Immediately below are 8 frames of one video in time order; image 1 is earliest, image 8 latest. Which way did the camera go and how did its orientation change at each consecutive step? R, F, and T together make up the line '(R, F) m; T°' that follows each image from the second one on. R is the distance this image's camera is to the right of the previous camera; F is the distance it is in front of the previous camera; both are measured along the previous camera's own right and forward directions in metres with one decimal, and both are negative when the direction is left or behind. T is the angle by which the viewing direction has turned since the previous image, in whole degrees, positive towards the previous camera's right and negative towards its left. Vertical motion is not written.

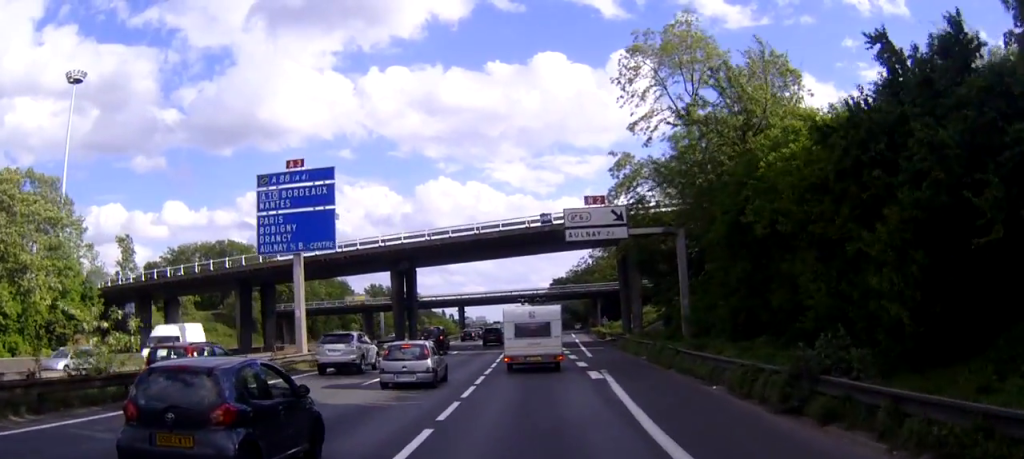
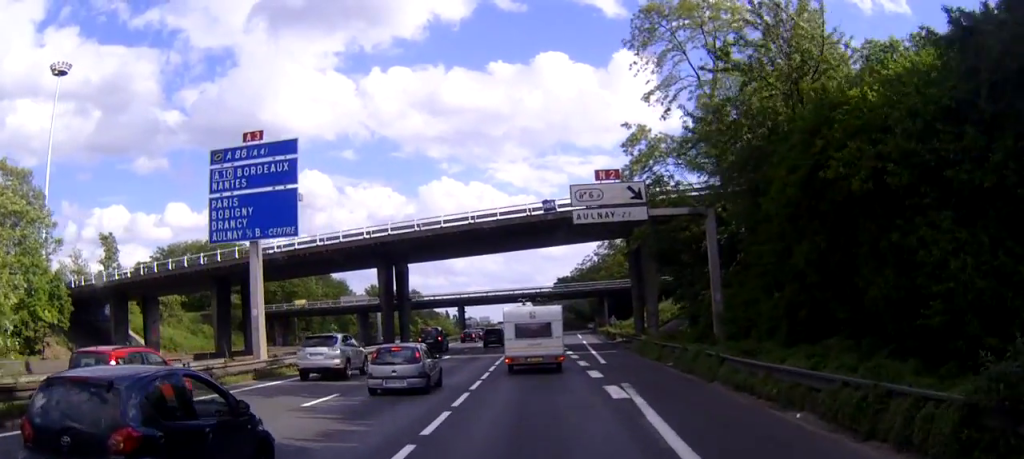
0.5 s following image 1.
(0.0, +6.1) m; -1°
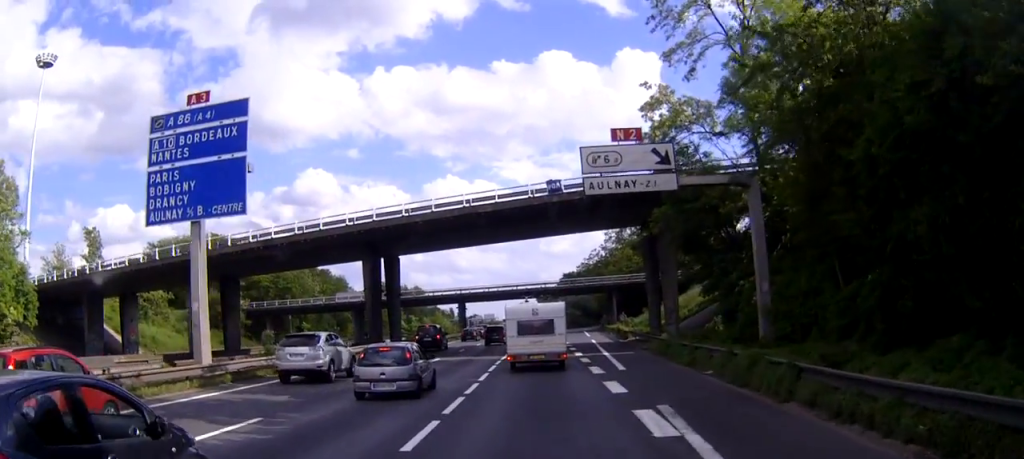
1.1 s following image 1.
(-0.1, +5.7) m; -1°
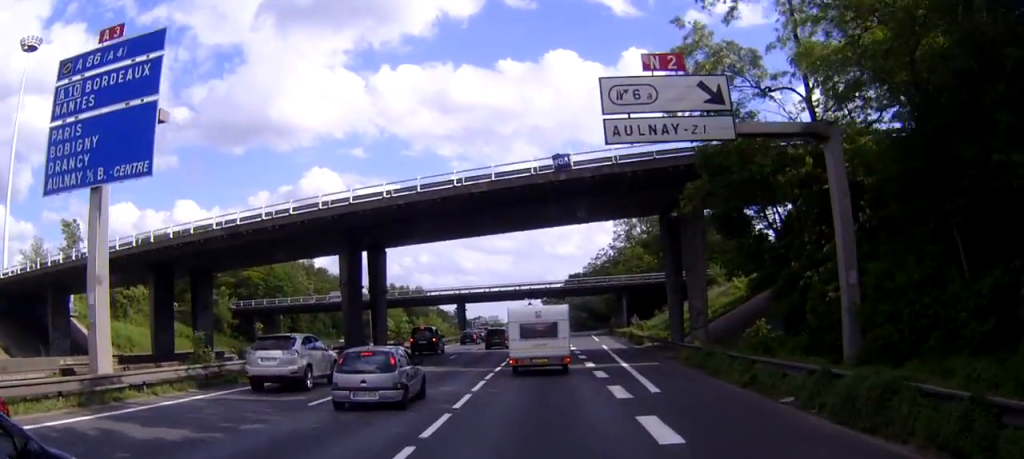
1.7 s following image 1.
(-0.1, +6.6) m; 0°
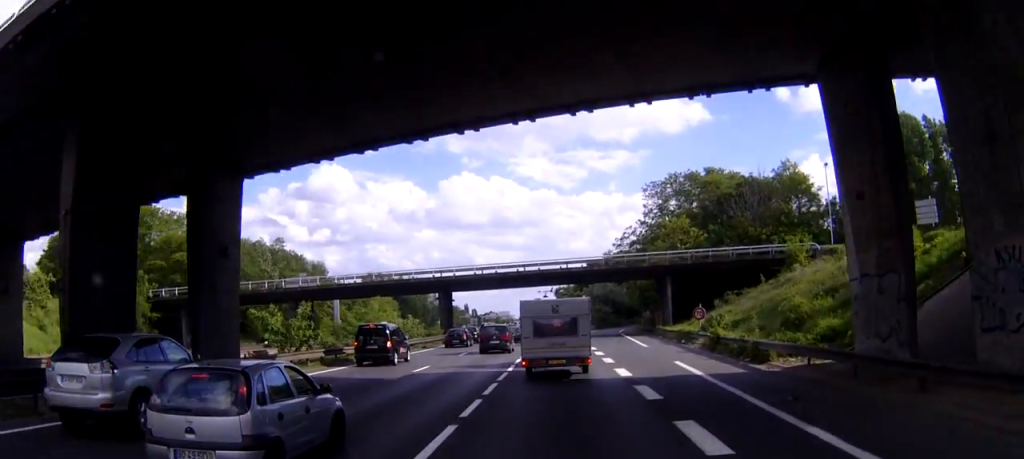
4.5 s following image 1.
(+0.4, +26.7) m; +1°
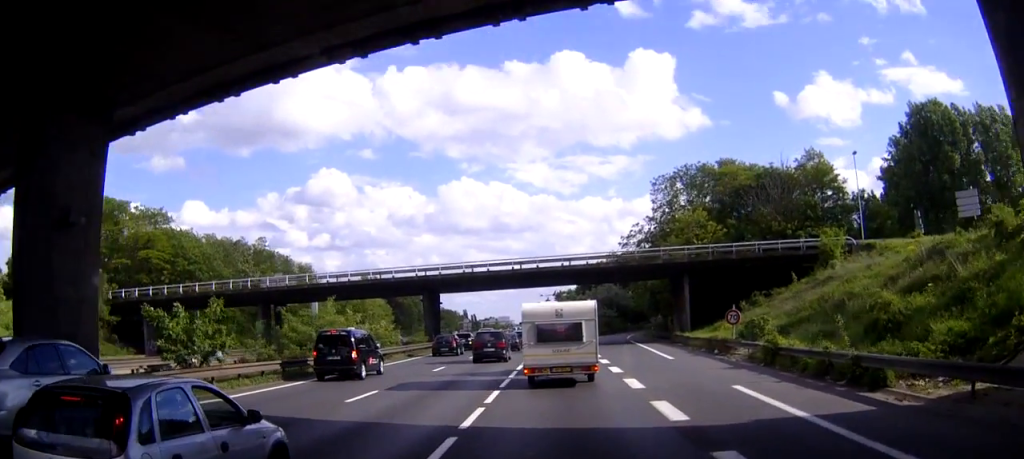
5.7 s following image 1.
(0.0, +8.9) m; +1°
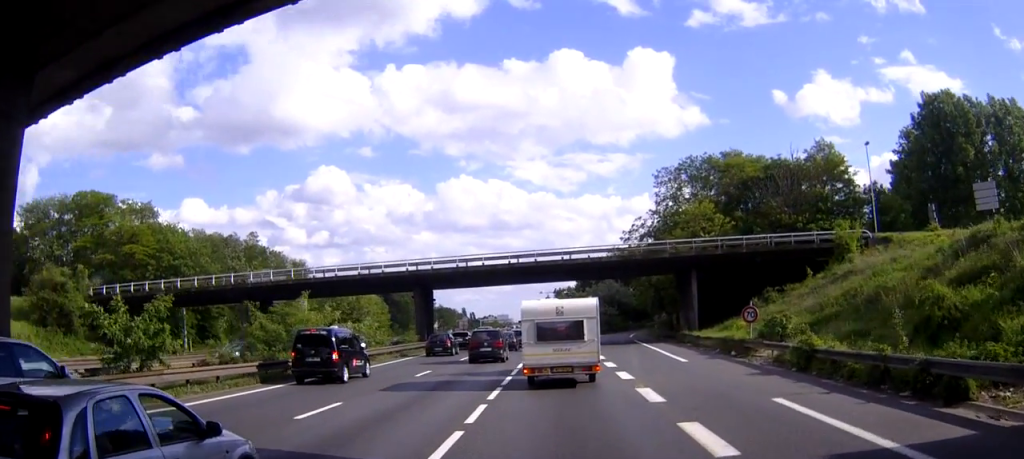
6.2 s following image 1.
(0.0, +3.6) m; 0°
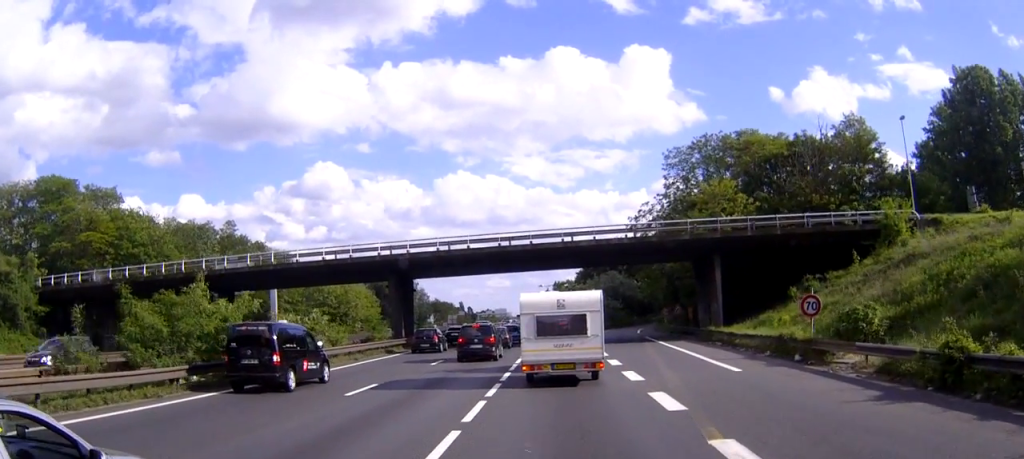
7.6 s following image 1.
(0.0, +9.2) m; 0°
